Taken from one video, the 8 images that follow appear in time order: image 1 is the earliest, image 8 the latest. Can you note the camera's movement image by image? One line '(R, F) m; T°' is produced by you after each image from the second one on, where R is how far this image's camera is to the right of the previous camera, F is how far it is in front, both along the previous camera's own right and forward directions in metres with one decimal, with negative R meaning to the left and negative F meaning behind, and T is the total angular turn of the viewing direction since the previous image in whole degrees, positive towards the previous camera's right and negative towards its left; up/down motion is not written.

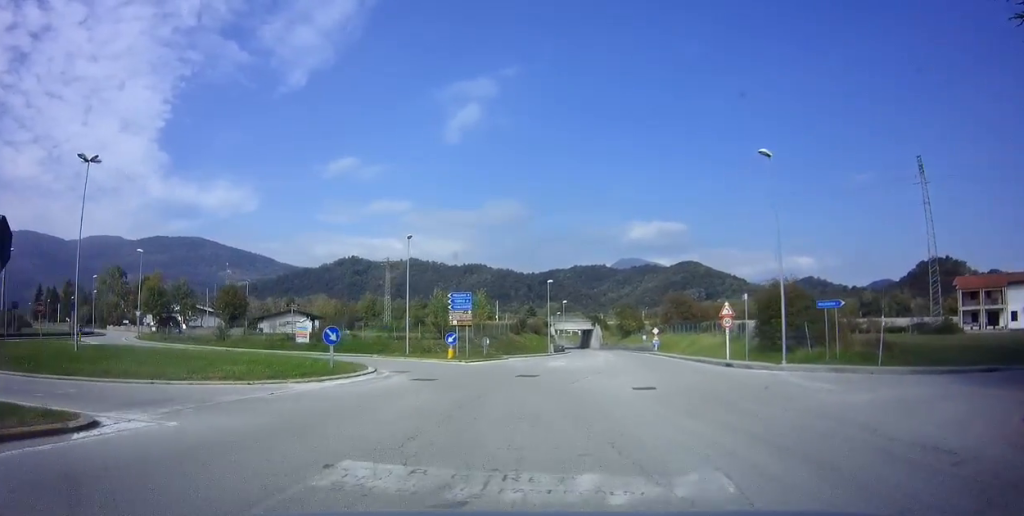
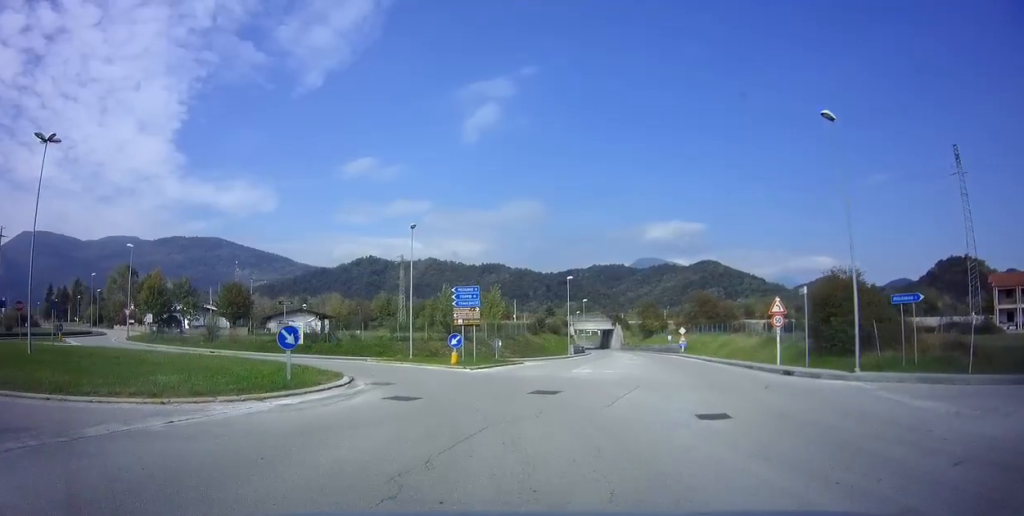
(-0.1, +4.2) m; -4°
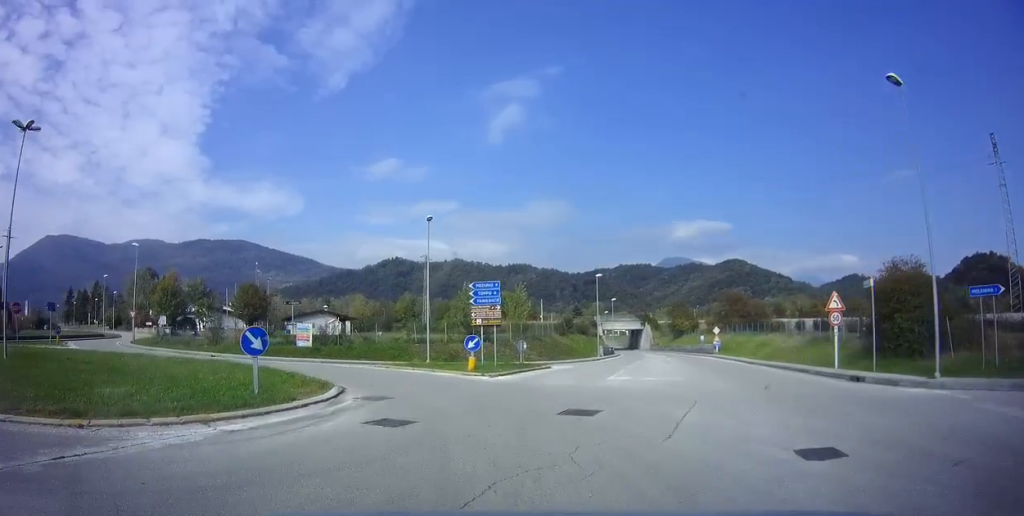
(-0.1, +2.8) m; -4°
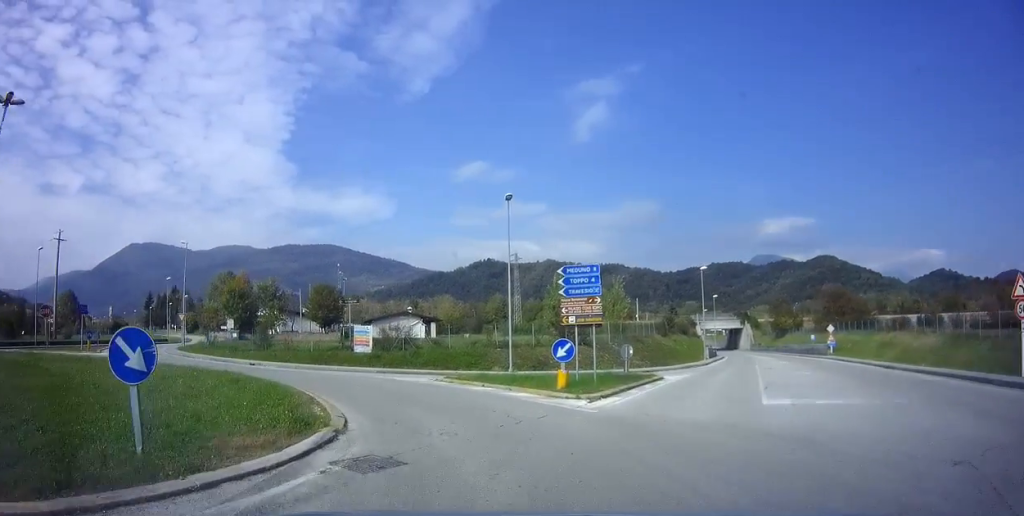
(-0.4, +5.9) m; -11°
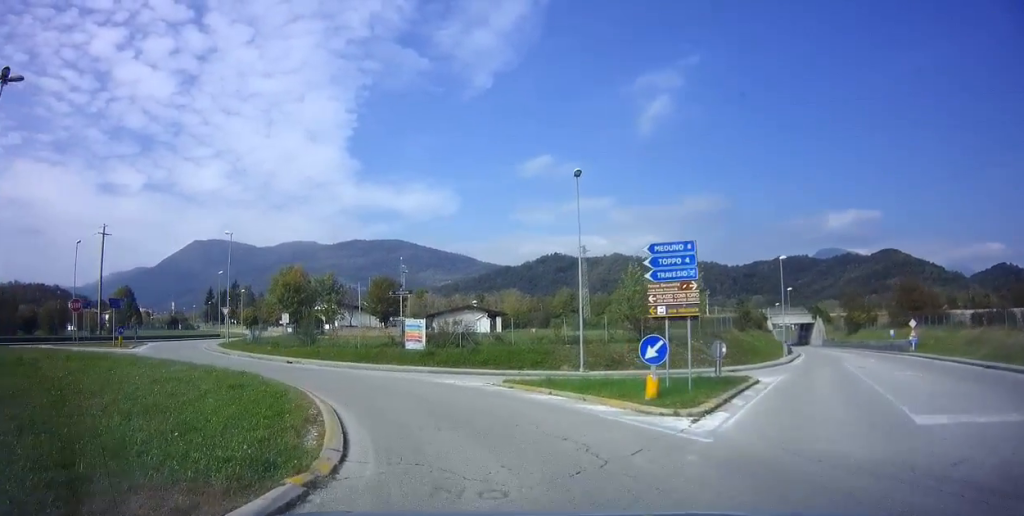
(+0.1, +3.1) m; -7°
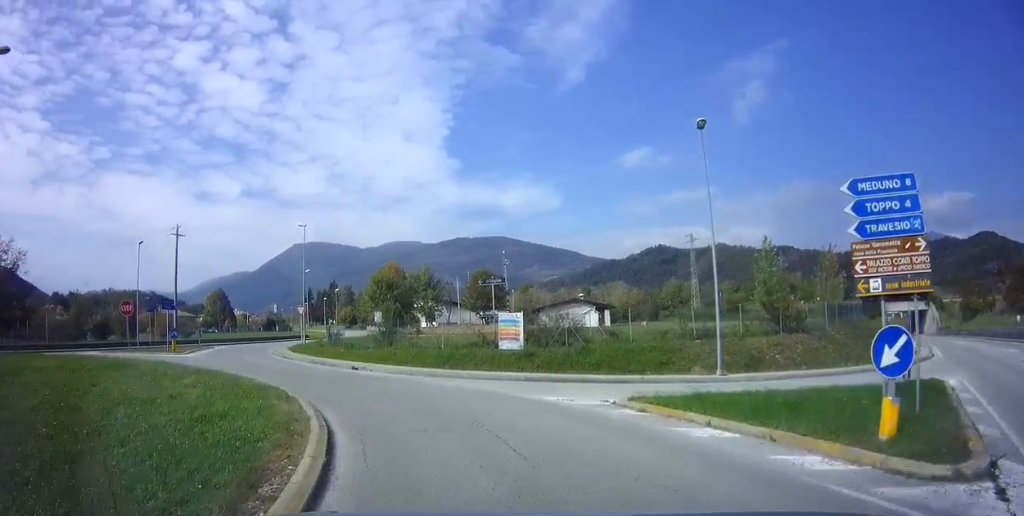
(-0.7, +4.7) m; -12°
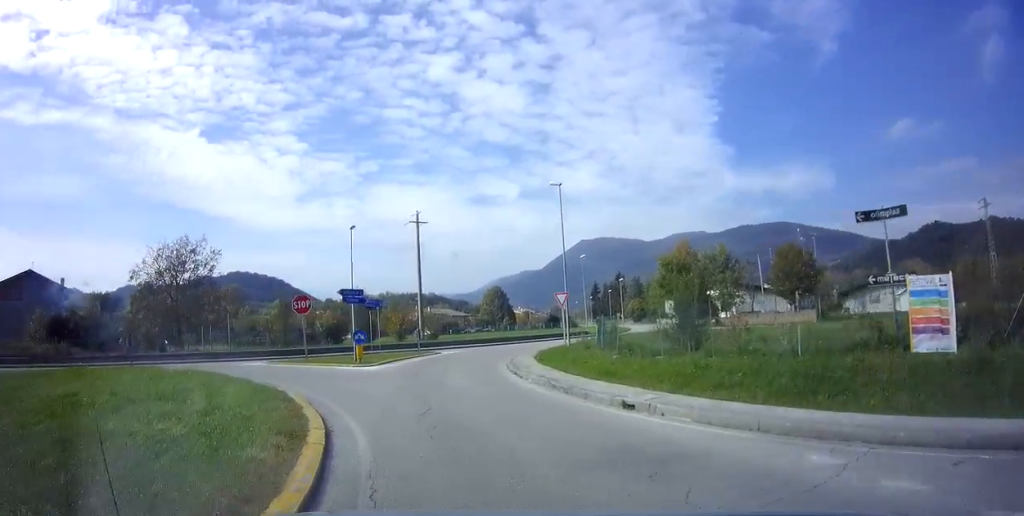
(-2.3, +10.3) m; -24°
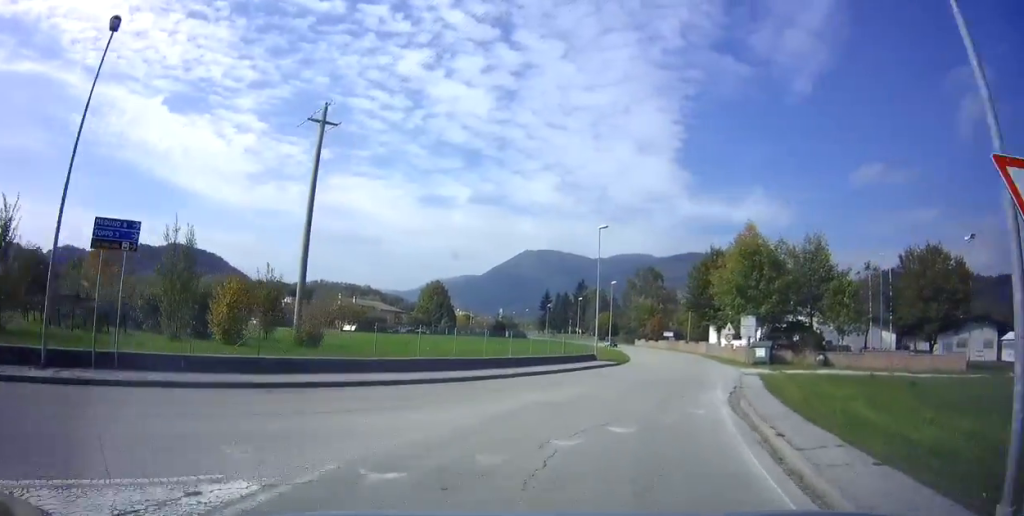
(-1.7, +25.3) m; +10°
